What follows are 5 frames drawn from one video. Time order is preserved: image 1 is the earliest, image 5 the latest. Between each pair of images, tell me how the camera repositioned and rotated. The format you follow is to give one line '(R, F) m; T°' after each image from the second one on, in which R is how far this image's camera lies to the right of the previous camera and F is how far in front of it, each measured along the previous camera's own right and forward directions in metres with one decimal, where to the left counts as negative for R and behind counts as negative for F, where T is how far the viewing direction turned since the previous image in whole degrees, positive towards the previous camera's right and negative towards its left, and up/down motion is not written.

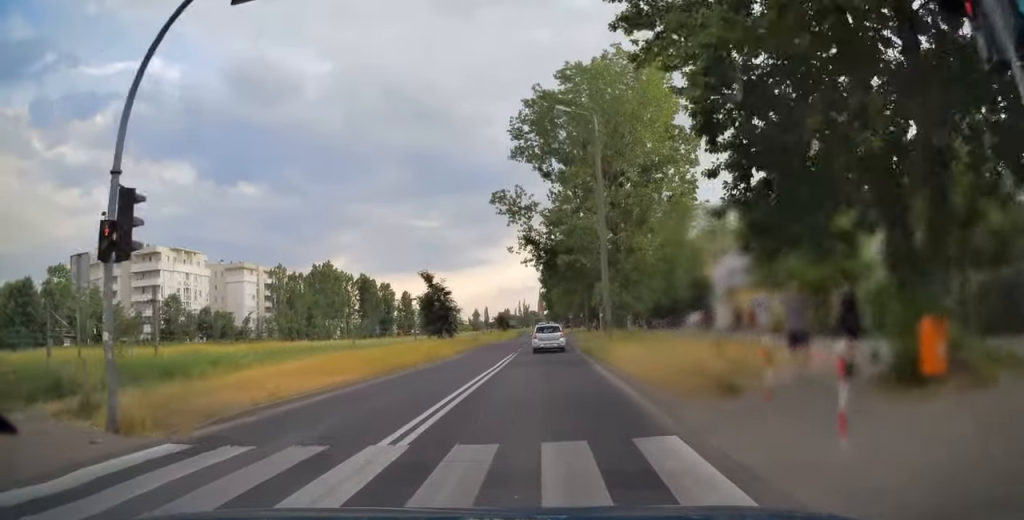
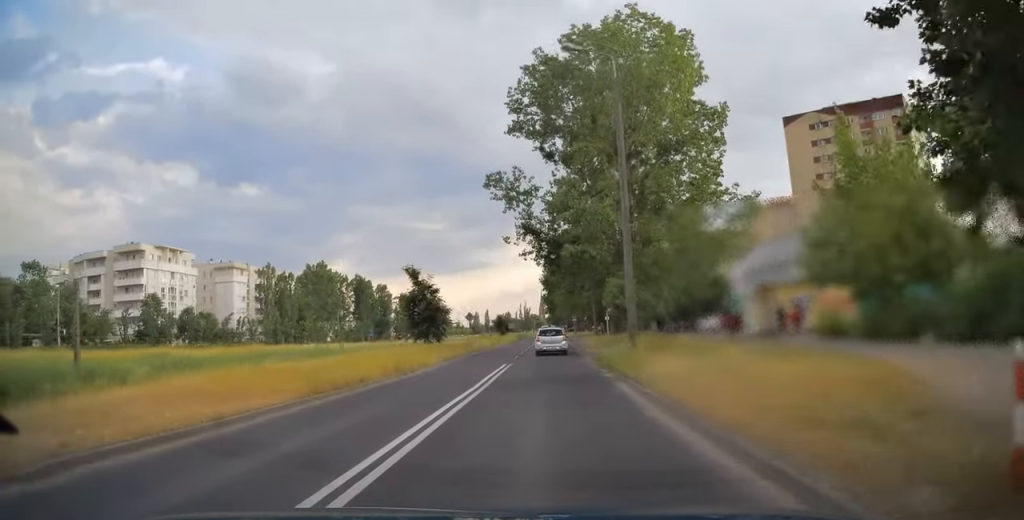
(0.0, +6.3) m; 0°
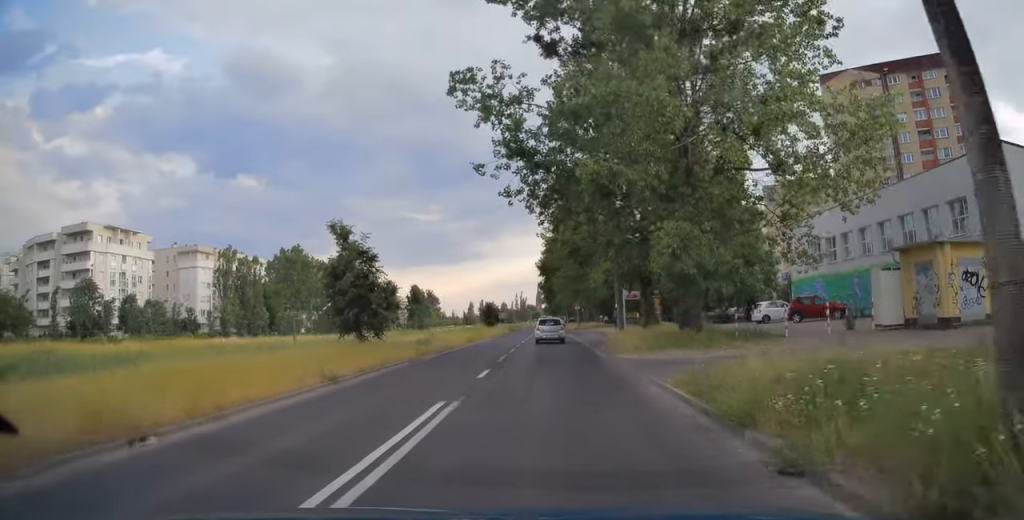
(-0.1, +15.6) m; -1°
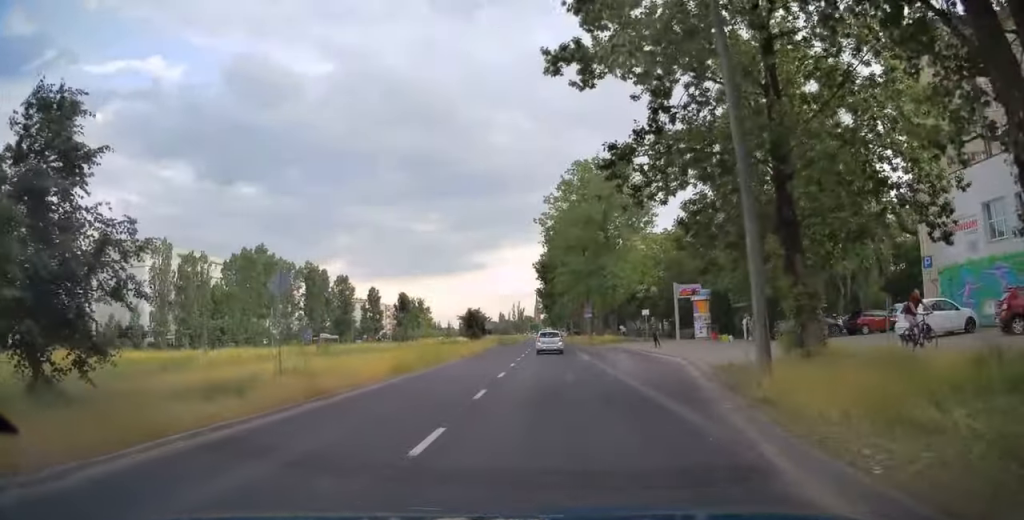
(+0.2, +19.7) m; +1°
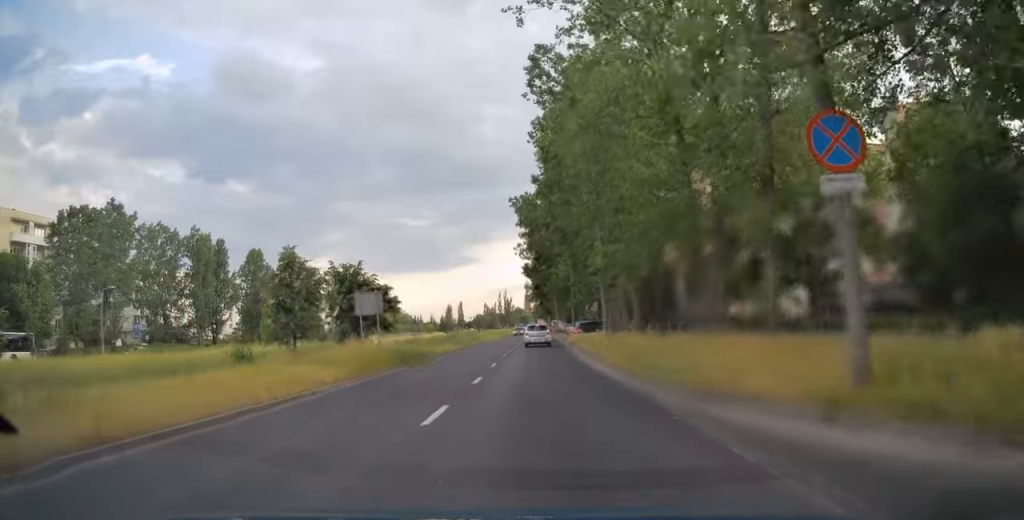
(-0.4, +47.3) m; +1°
